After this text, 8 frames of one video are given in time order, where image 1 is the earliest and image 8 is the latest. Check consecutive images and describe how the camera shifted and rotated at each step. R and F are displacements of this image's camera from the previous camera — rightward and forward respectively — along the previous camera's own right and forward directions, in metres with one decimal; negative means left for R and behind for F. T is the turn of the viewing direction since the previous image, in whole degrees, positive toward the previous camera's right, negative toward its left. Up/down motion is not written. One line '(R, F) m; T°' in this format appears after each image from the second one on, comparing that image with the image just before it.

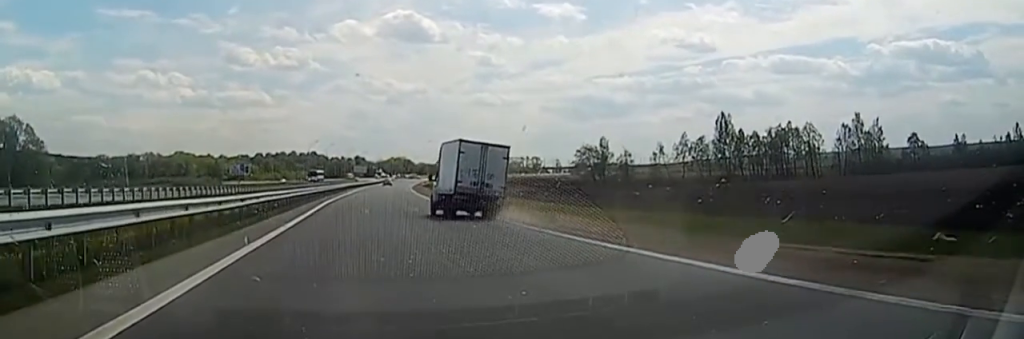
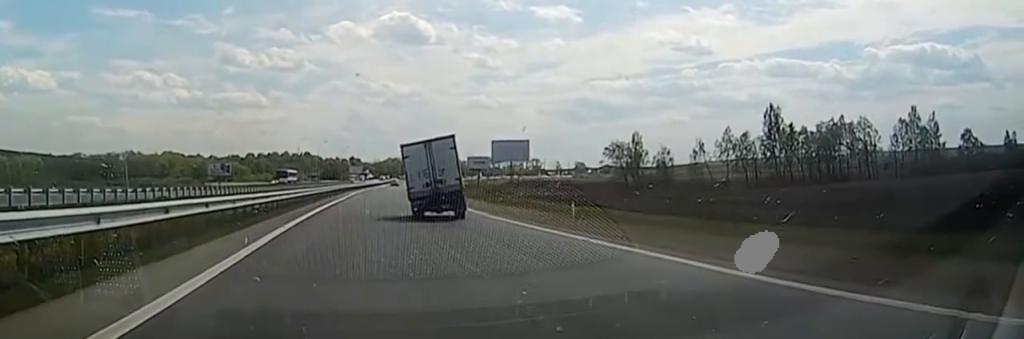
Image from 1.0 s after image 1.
(+0.1, +27.6) m; 0°
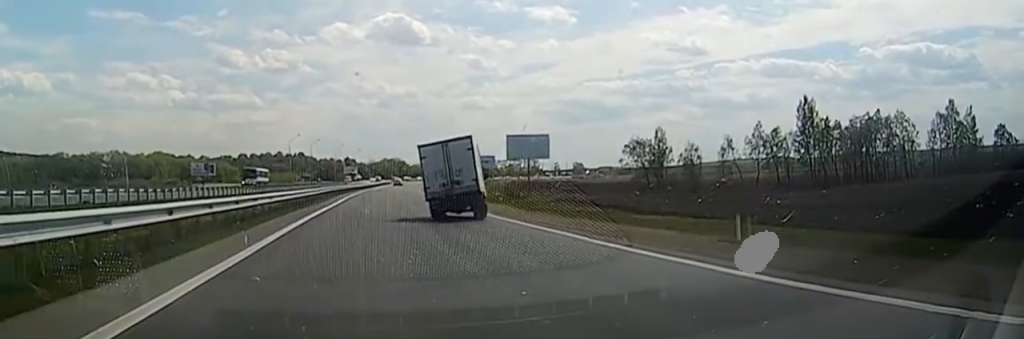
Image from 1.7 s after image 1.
(-0.4, +17.9) m; 0°
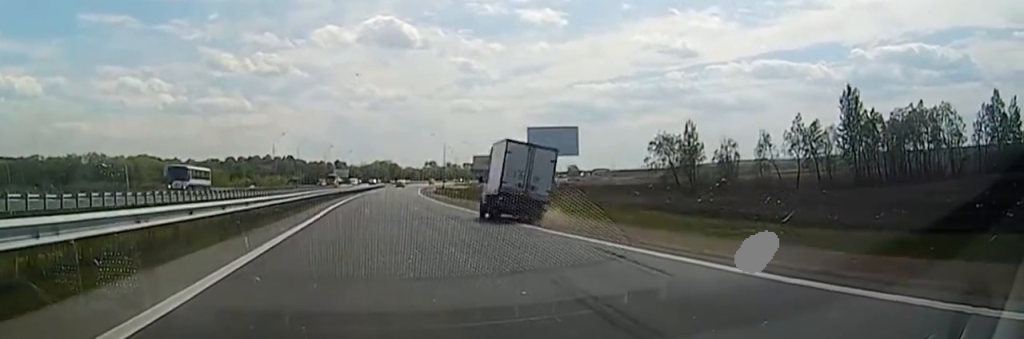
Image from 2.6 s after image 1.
(+0.6, +18.7) m; +2°
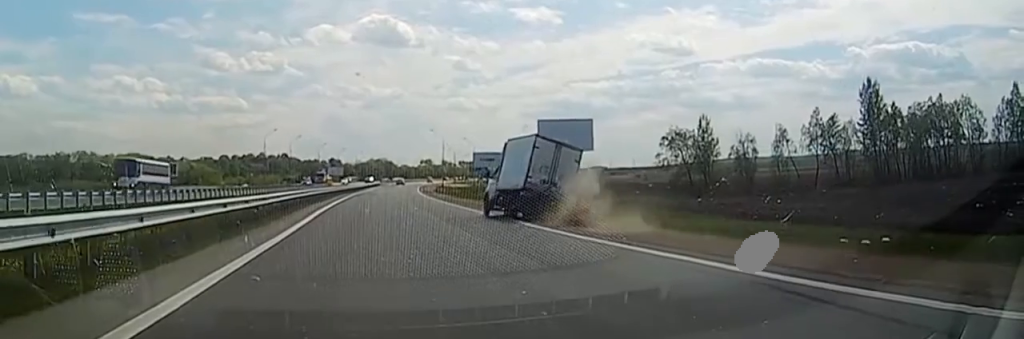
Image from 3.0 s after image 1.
(+0.1, +7.3) m; 0°
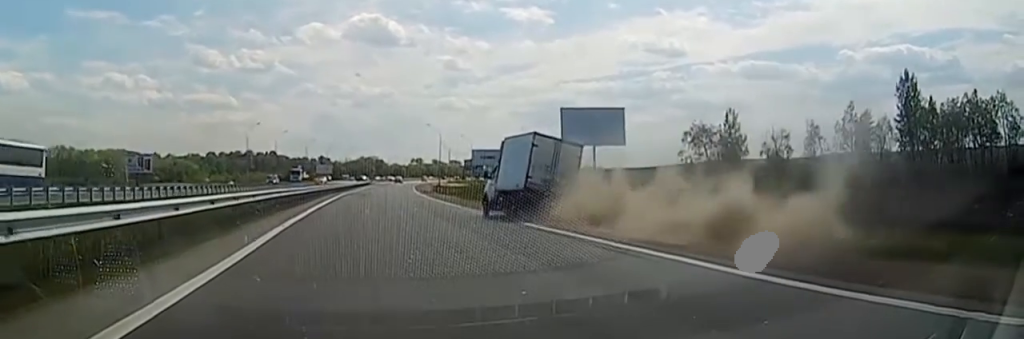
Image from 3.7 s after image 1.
(+0.2, +12.5) m; -1°
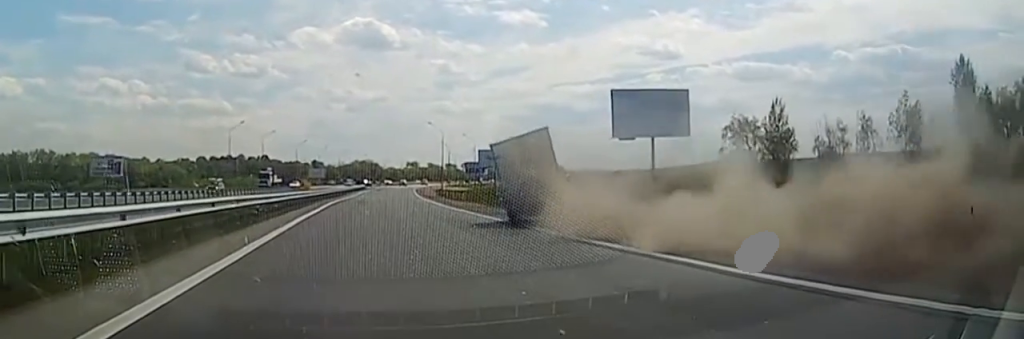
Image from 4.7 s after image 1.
(-0.6, +14.4) m; 0°
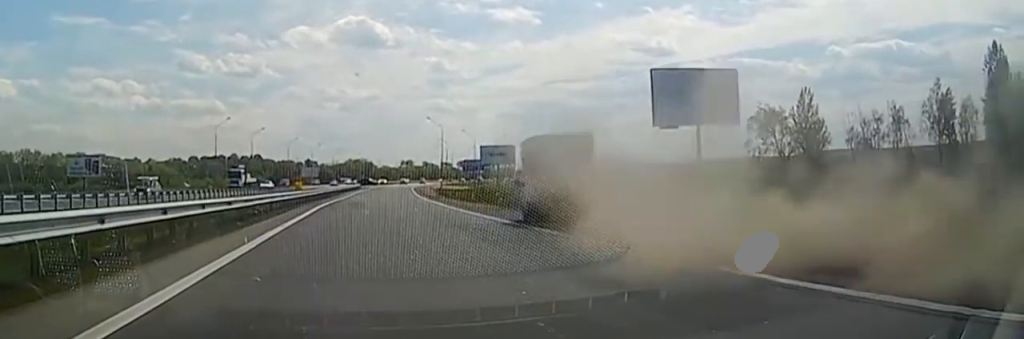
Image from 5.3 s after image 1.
(+0.4, +8.4) m; 0°
